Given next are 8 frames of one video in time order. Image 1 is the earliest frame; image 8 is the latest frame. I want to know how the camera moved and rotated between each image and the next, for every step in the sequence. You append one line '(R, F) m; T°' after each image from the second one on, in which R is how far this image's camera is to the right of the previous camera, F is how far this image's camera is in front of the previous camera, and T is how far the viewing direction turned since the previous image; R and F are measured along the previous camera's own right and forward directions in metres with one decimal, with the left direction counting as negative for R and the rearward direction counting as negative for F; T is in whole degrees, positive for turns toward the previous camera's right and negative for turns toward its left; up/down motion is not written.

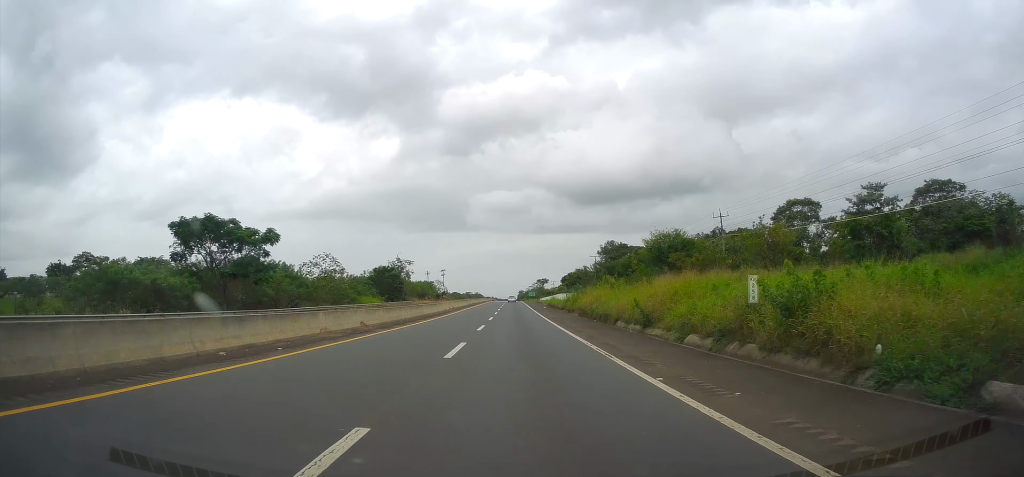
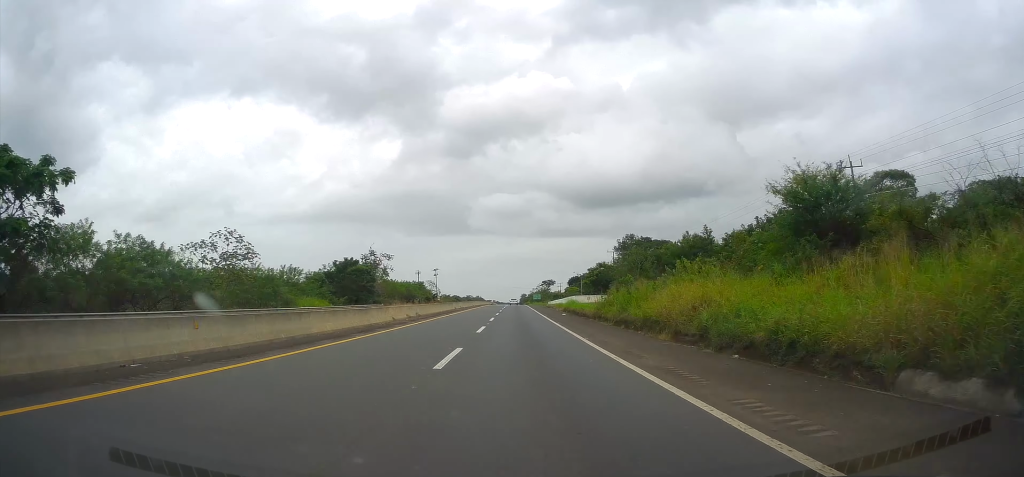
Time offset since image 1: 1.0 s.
(0.0, +26.4) m; 0°
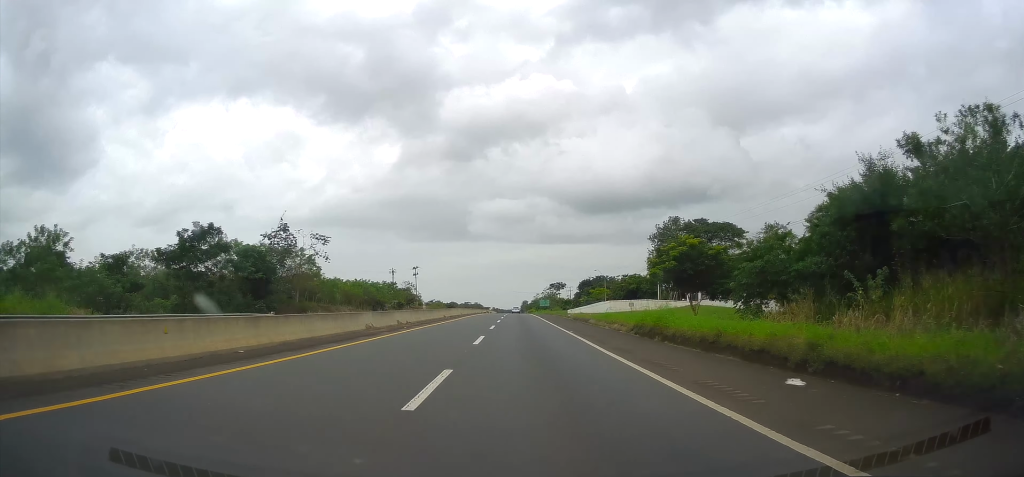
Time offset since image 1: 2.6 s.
(-0.1, +41.9) m; 0°
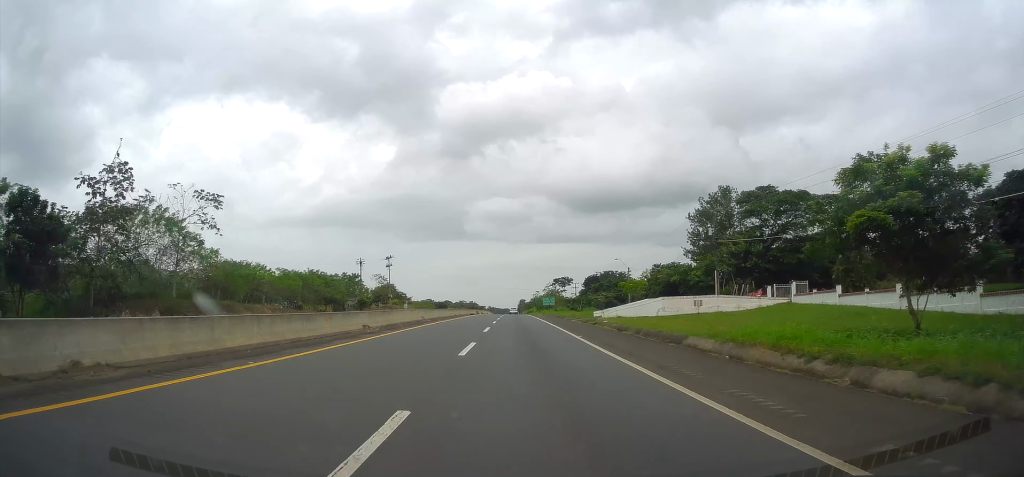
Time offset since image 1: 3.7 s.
(-0.1, +28.8) m; 0°
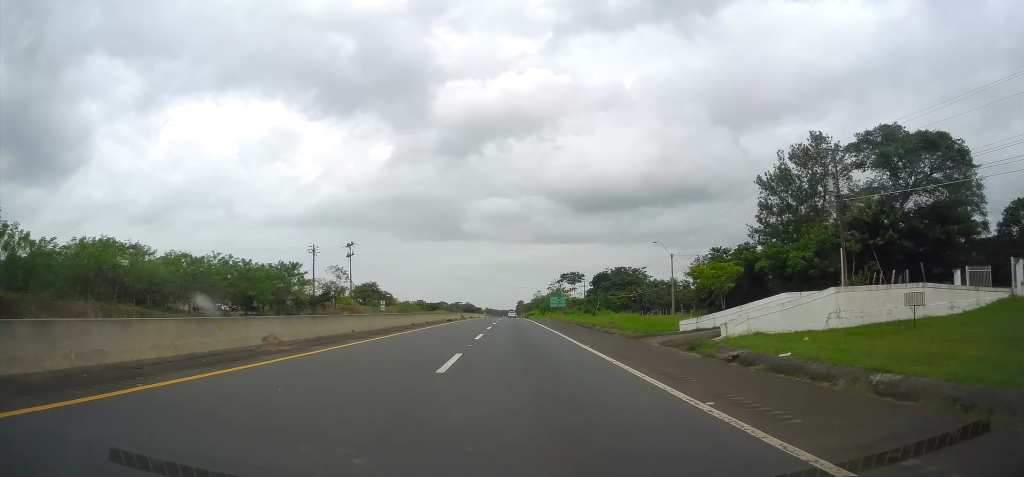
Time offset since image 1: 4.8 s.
(+0.2, +28.8) m; 0°
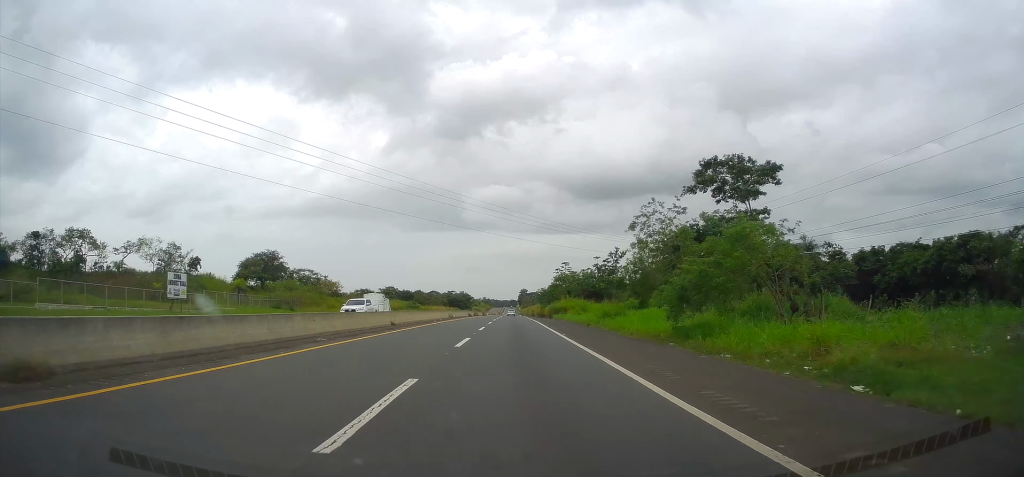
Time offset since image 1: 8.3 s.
(+0.1, +92.7) m; 0°
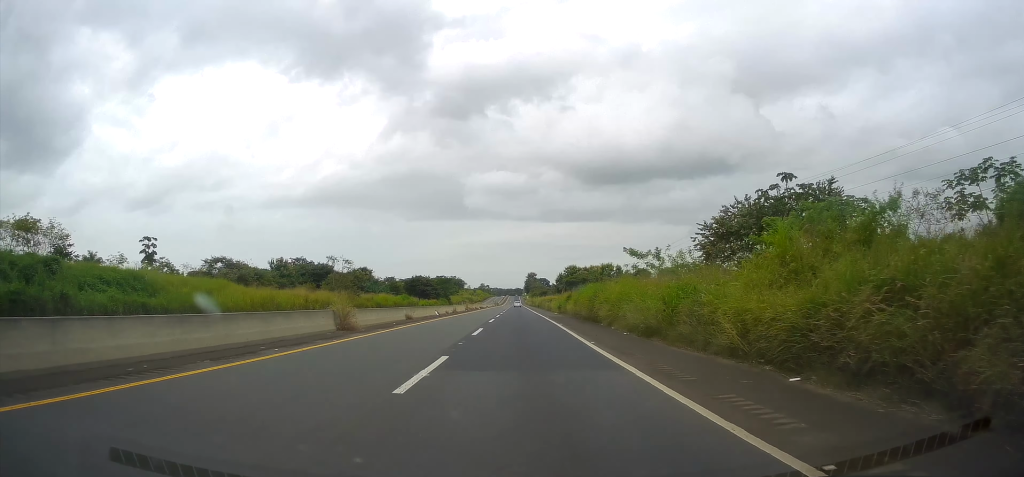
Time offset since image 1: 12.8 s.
(-0.3, +120.1) m; -1°
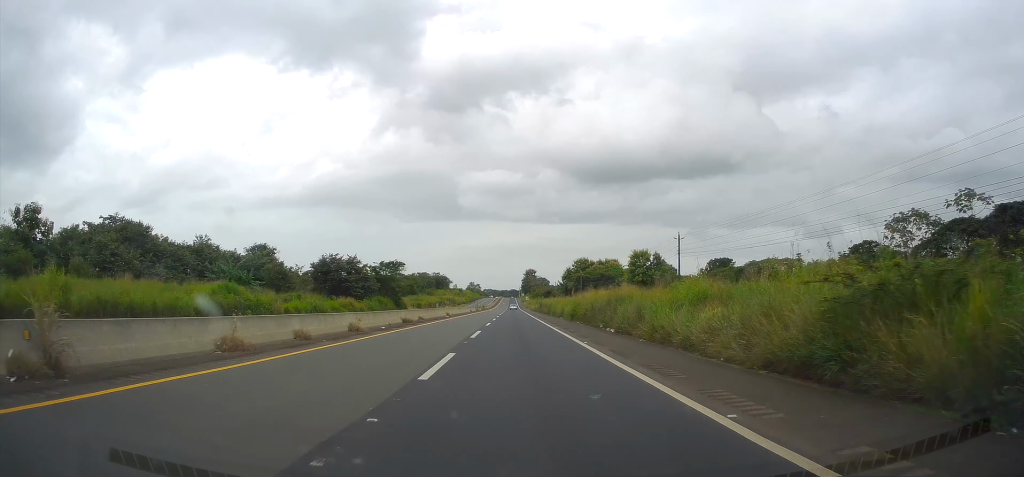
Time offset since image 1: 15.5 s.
(-0.1, +74.6) m; +1°
